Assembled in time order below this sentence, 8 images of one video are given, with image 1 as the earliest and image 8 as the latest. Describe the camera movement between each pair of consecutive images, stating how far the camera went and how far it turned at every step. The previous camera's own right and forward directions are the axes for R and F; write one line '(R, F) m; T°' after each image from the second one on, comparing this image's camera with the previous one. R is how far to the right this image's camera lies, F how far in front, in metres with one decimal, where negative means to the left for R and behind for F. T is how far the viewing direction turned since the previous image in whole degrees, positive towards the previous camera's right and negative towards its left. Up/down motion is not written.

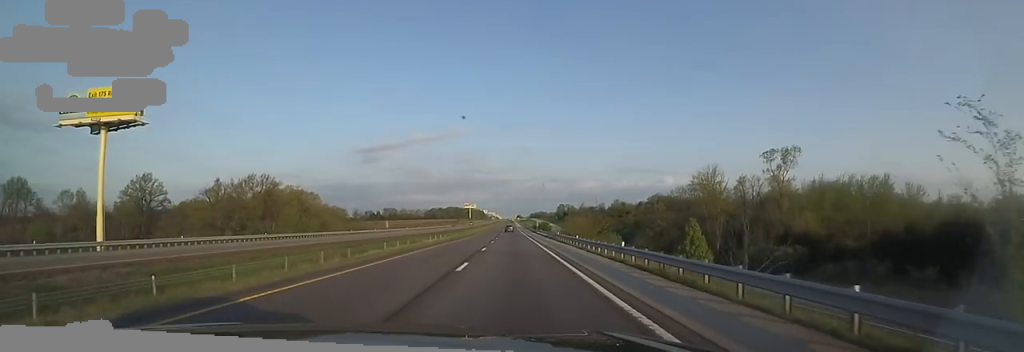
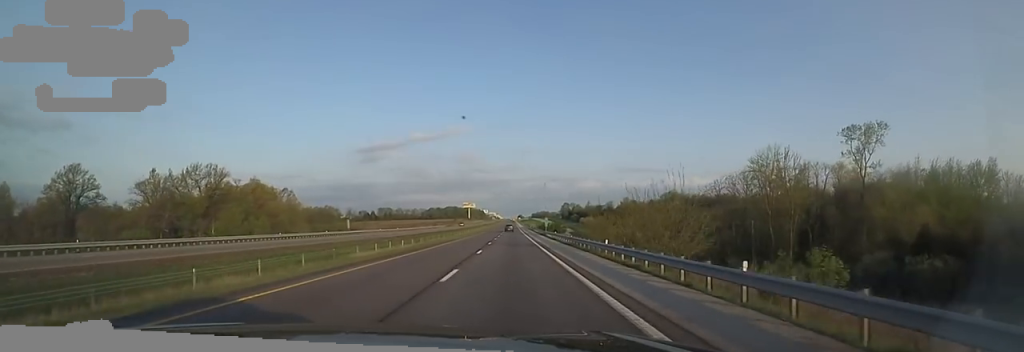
(+0.6, +27.5) m; +1°
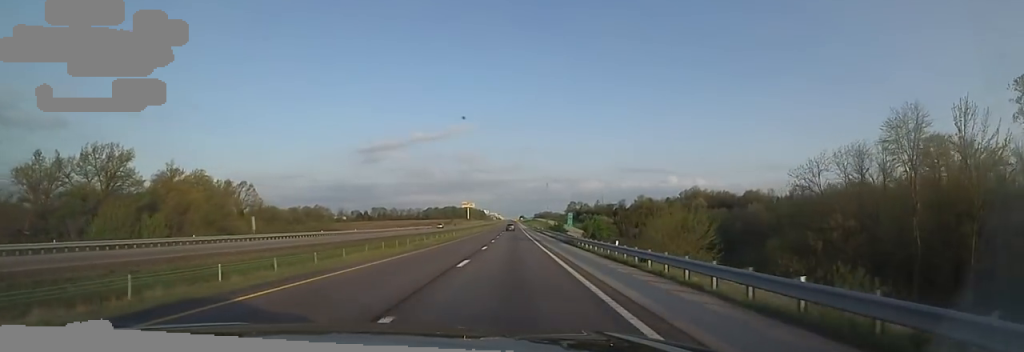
(+0.1, +32.9) m; -1°
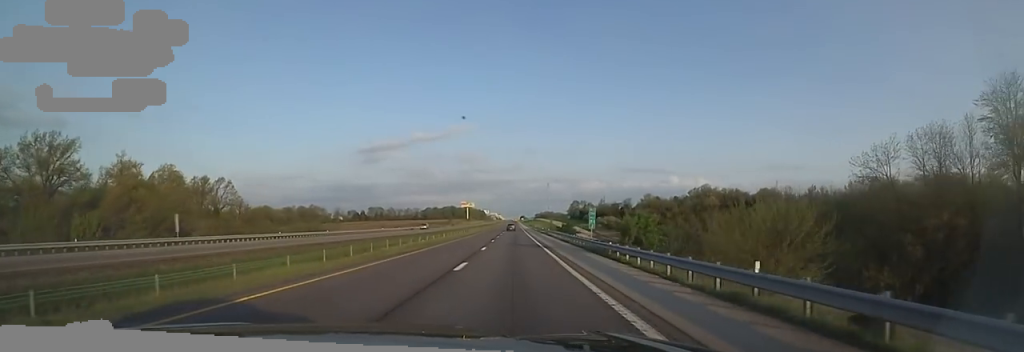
(-0.1, +13.6) m; -1°
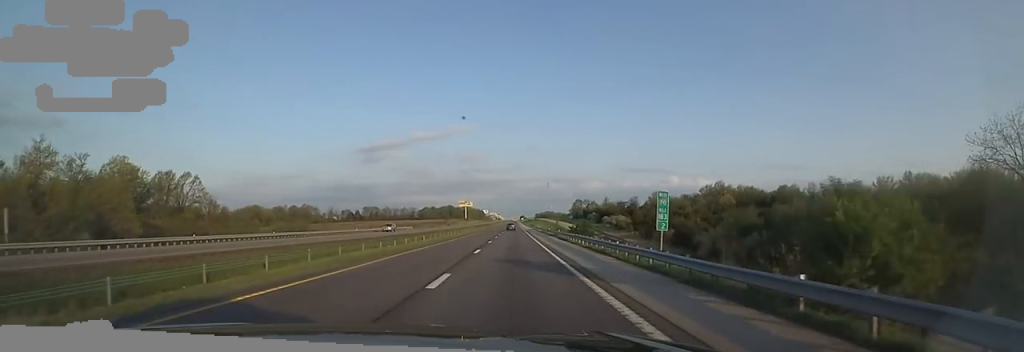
(-0.4, +16.9) m; -1°
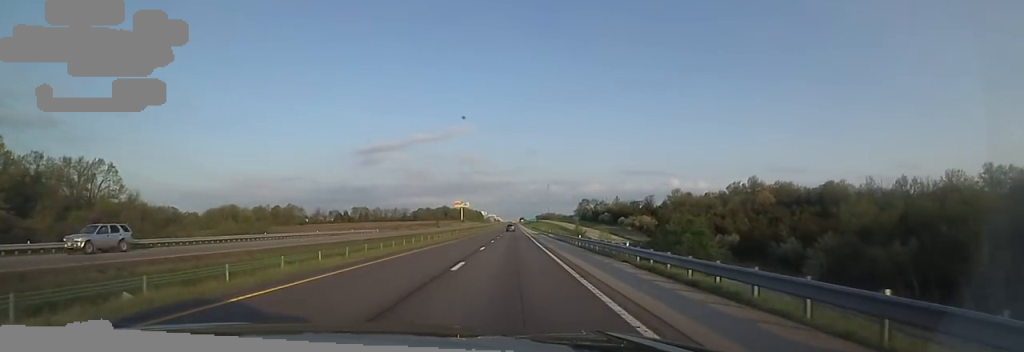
(-0.1, +33.0) m; +1°
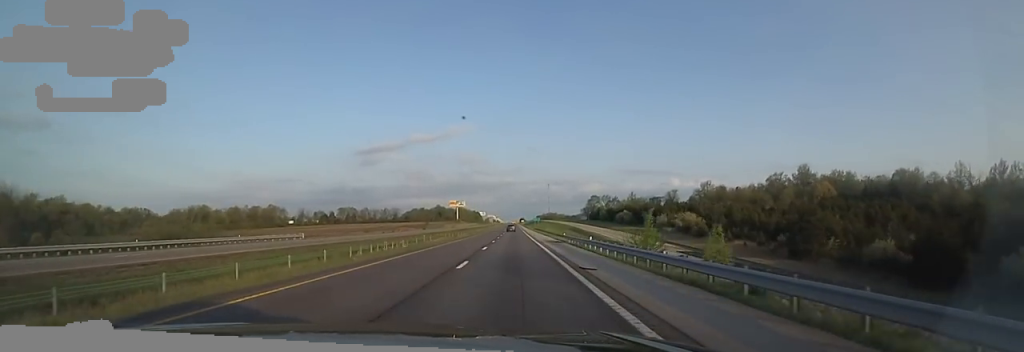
(+0.7, +36.3) m; +2°
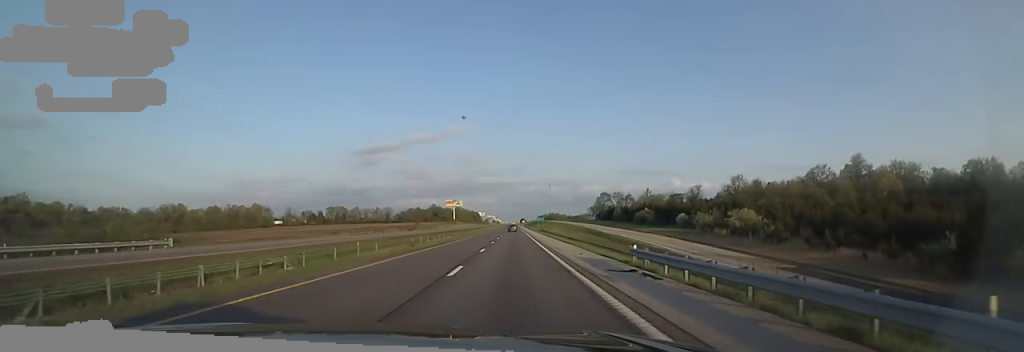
(+0.2, +26.8) m; 0°
